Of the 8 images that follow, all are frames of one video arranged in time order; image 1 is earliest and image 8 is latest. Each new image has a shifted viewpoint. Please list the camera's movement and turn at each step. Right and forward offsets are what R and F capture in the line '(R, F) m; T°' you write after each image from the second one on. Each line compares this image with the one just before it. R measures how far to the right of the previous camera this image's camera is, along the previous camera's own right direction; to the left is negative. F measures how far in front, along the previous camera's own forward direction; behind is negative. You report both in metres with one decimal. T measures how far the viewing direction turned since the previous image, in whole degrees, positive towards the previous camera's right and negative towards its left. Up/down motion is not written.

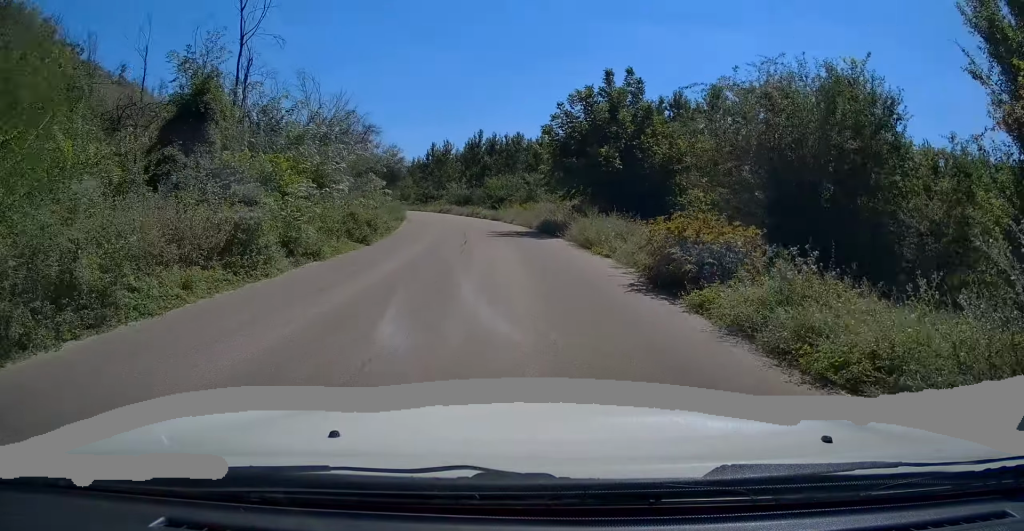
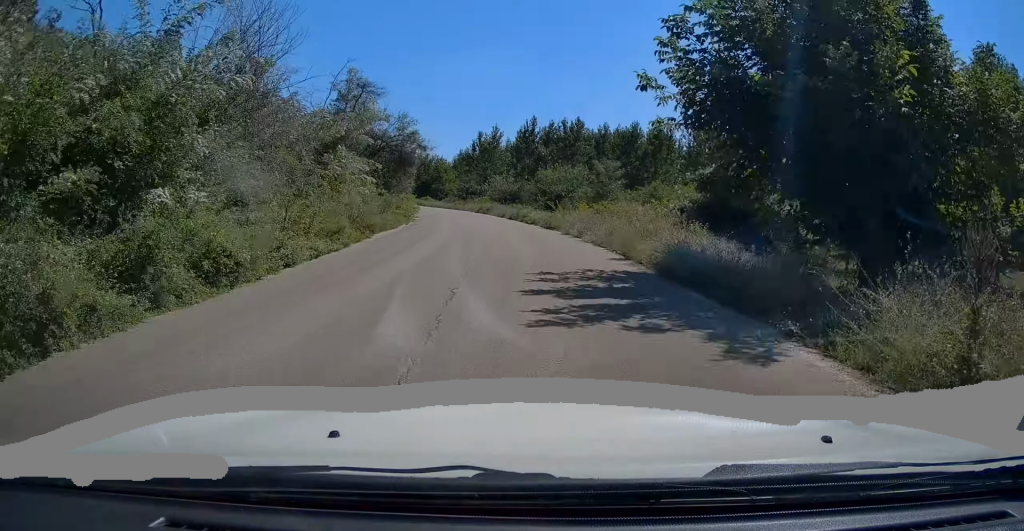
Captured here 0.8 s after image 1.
(-0.6, +16.3) m; -3°
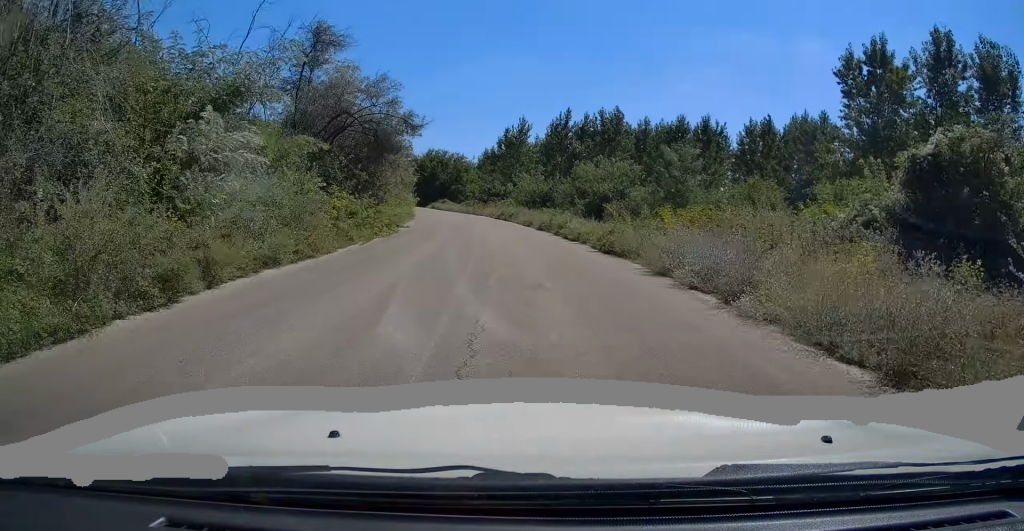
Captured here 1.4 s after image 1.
(-0.2, +11.8) m; -2°
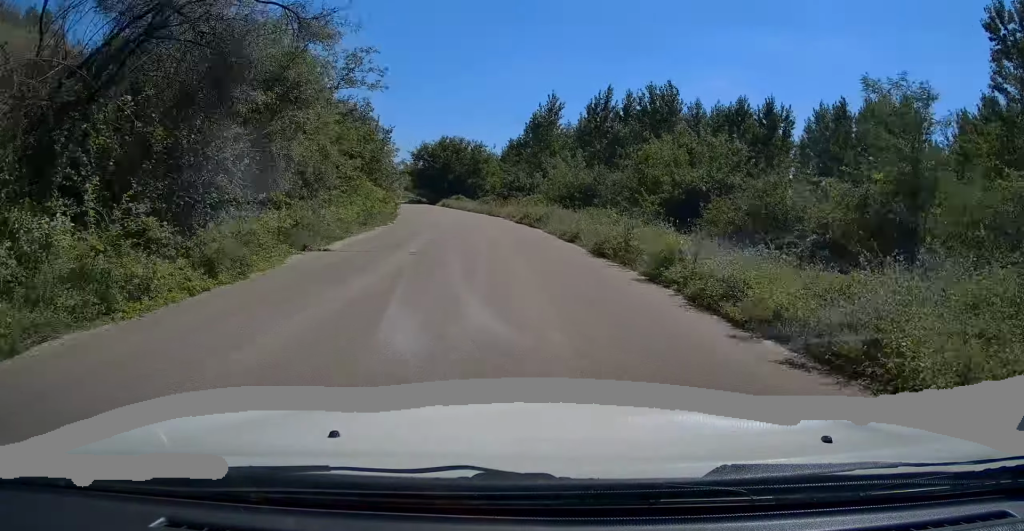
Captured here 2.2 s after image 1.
(-0.1, +14.5) m; -3°
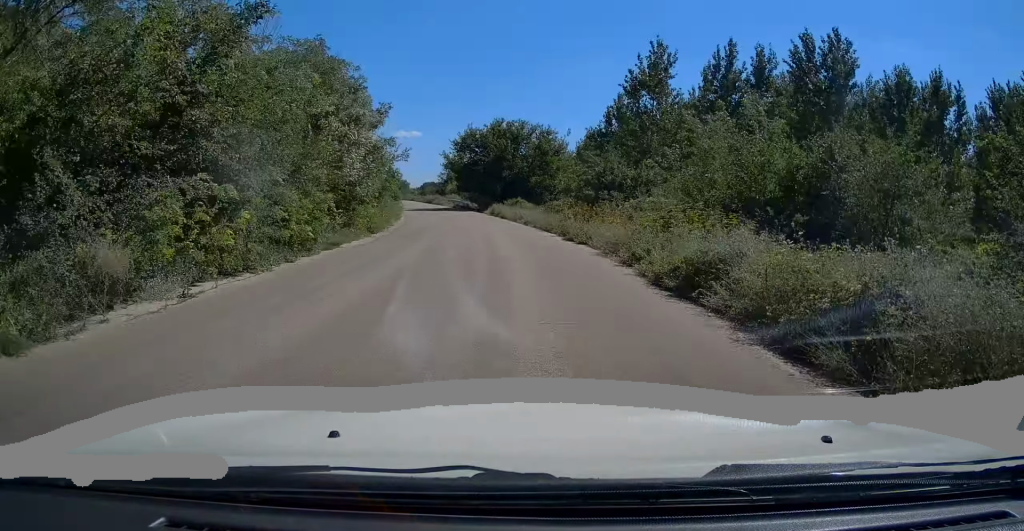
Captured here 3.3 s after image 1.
(-1.2, +21.6) m; -7°
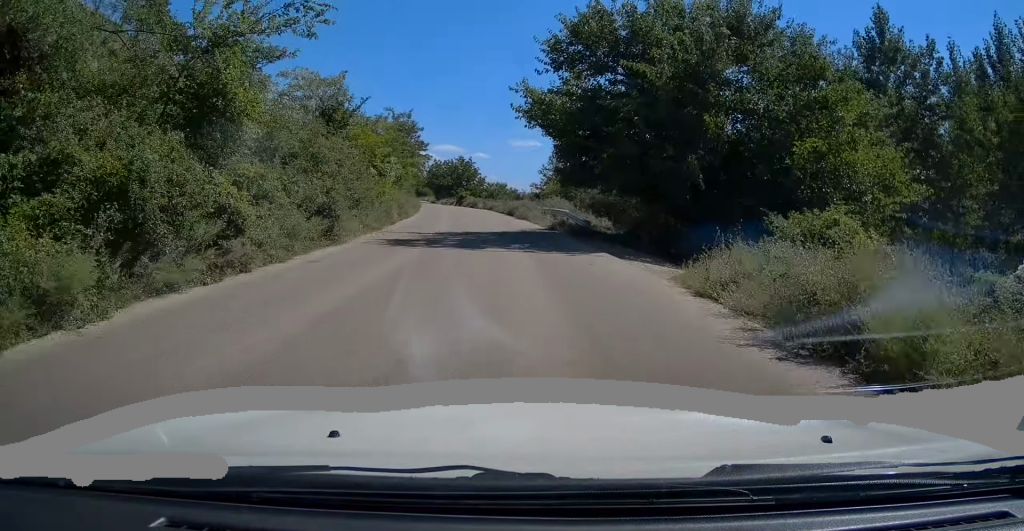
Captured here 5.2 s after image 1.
(-3.2, +37.9) m; -9°
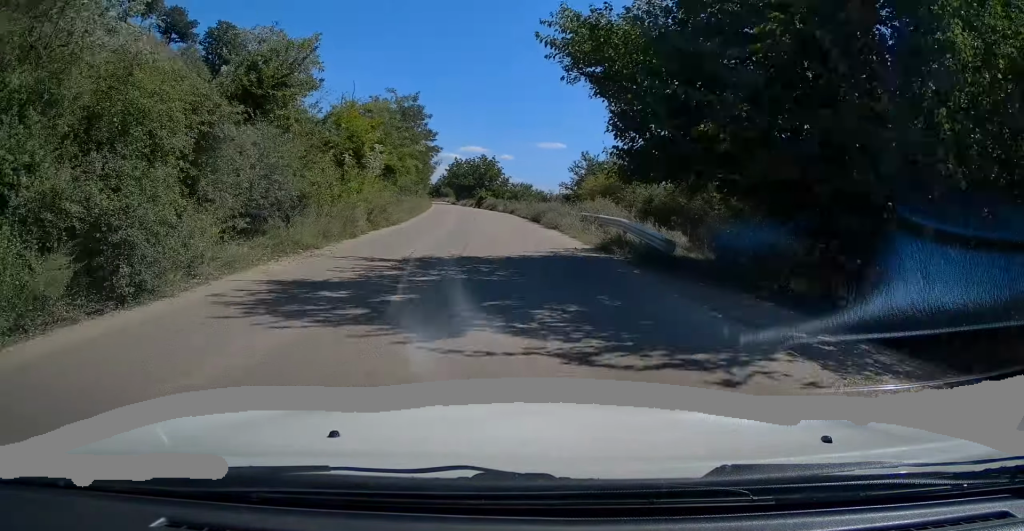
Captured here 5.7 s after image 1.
(-0.5, +9.2) m; -2°
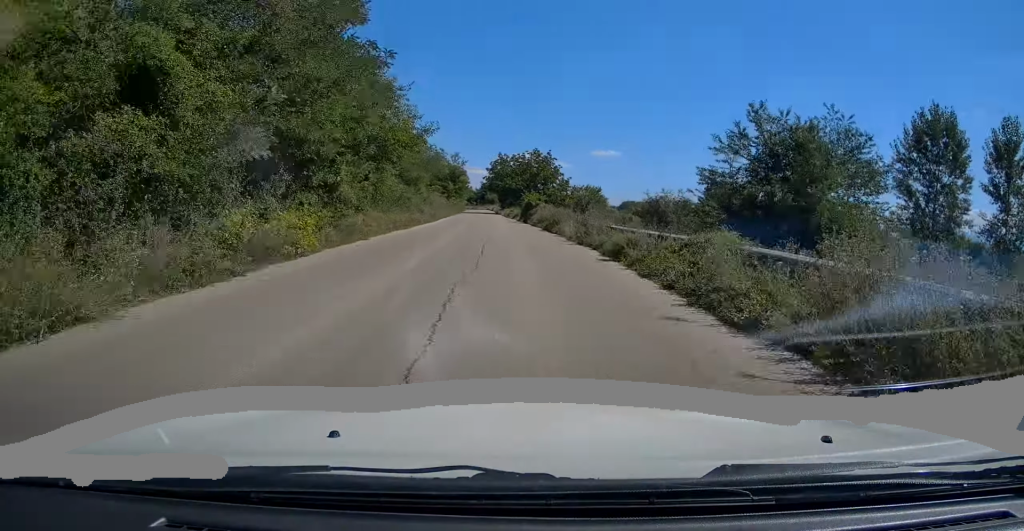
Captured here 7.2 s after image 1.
(-1.8, +30.9) m; -5°
